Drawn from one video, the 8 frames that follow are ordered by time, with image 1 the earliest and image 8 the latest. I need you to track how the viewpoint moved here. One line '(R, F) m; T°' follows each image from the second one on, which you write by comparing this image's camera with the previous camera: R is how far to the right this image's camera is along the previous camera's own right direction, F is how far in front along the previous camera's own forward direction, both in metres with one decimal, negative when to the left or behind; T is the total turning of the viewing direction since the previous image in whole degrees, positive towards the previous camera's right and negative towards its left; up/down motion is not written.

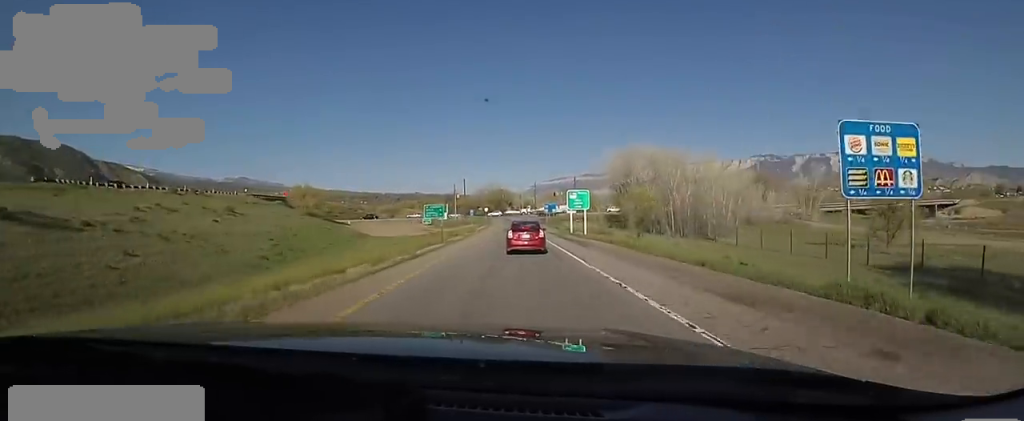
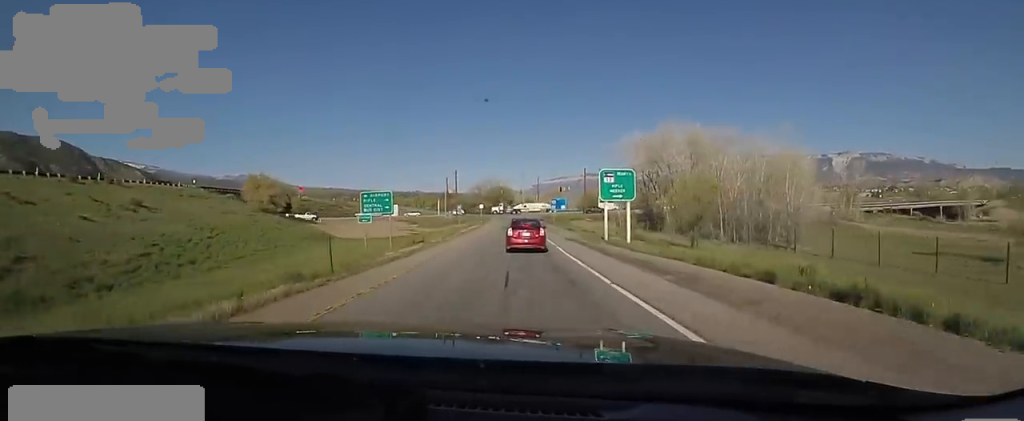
(-1.3, +18.0) m; -1°
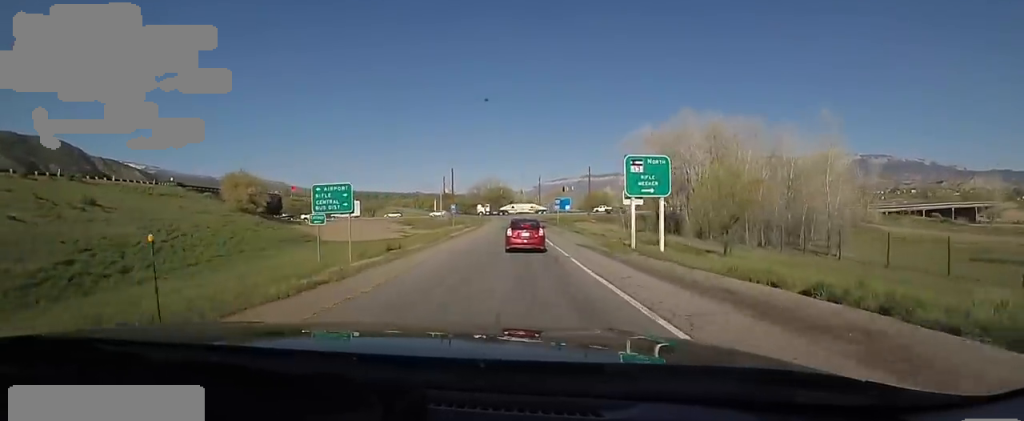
(+0.7, +6.5) m; 0°
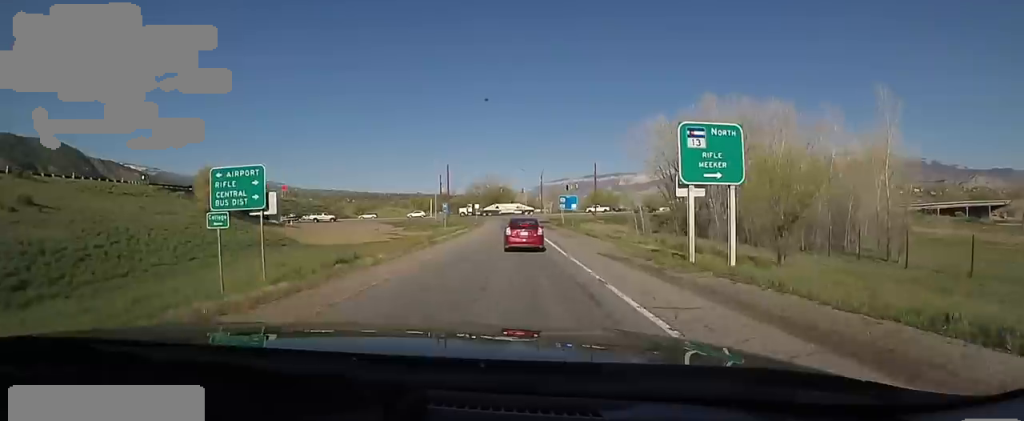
(+0.7, +7.4) m; -1°
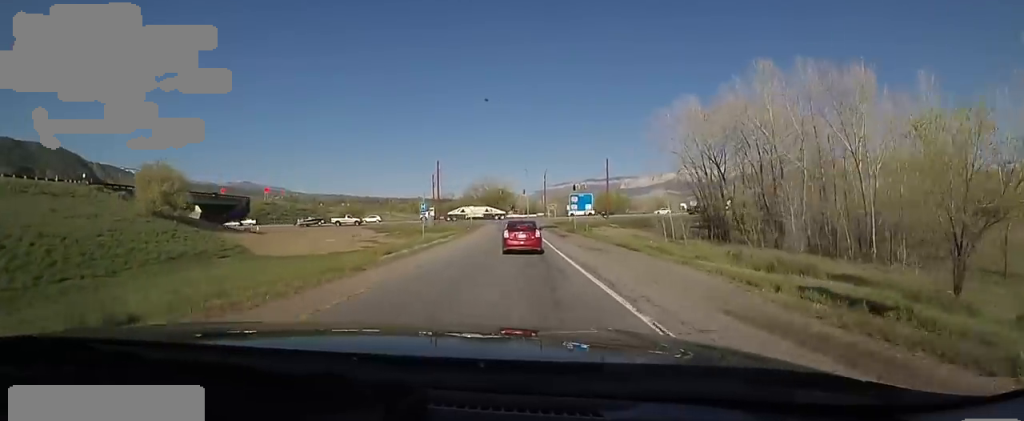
(-1.4, +12.1) m; -7°
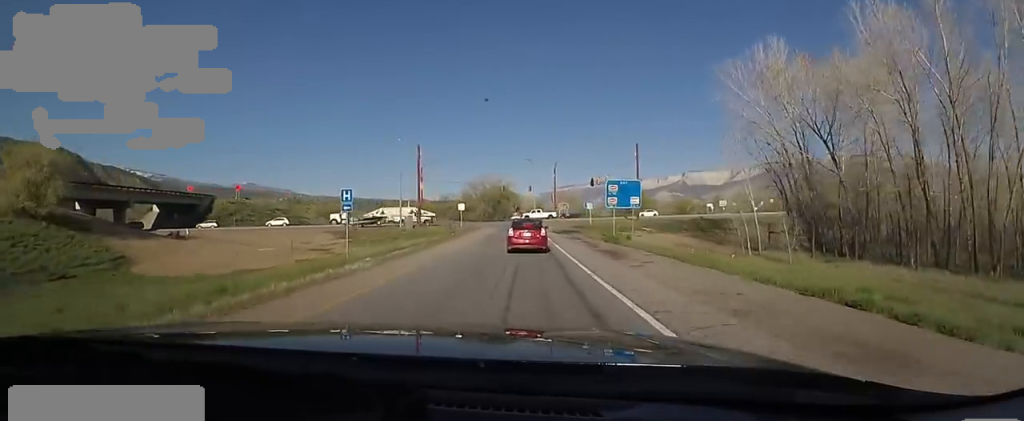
(+1.3, +18.3) m; +6°
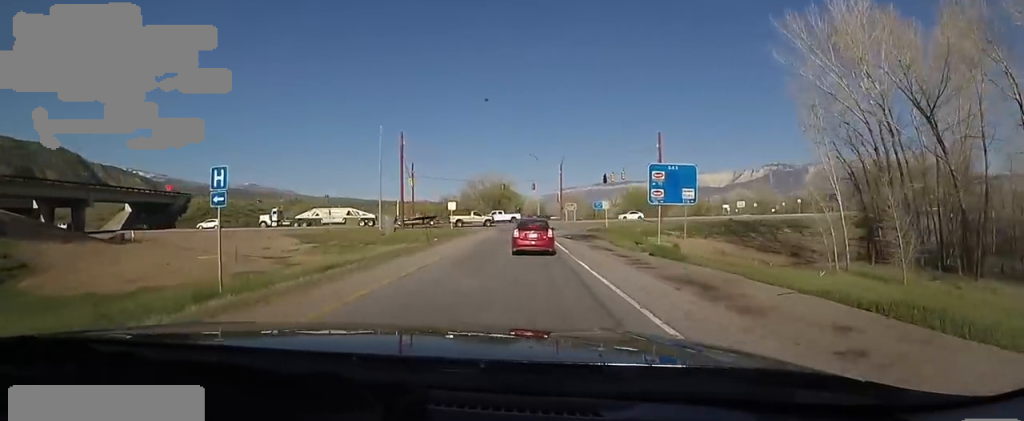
(+0.3, +9.7) m; 0°
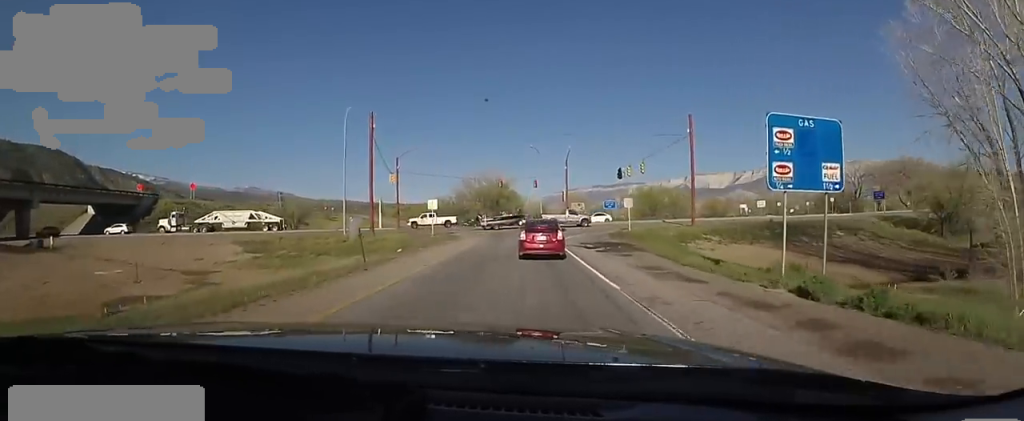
(-0.6, +10.6) m; -1°
